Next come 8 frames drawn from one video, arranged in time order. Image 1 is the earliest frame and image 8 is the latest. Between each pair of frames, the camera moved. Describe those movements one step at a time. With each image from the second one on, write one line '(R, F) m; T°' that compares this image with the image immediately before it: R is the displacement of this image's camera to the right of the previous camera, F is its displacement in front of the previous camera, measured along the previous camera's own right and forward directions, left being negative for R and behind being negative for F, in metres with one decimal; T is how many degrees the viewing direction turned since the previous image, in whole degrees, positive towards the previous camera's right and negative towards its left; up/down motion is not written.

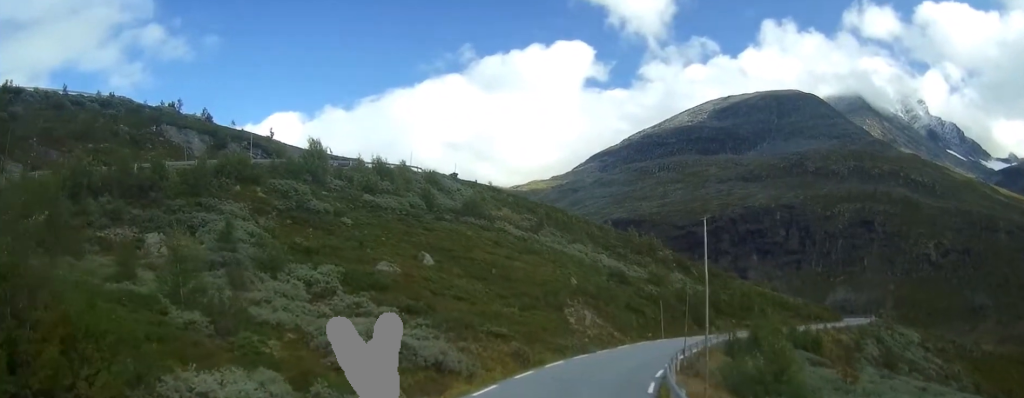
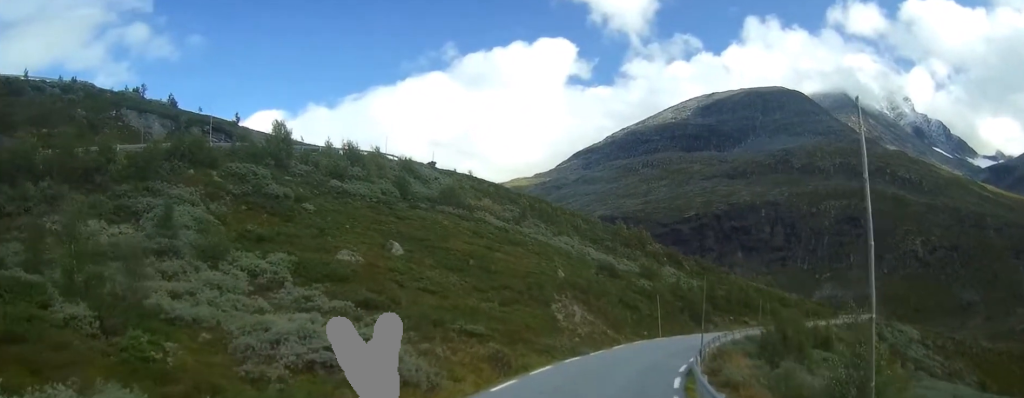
(0.0, +6.9) m; 0°
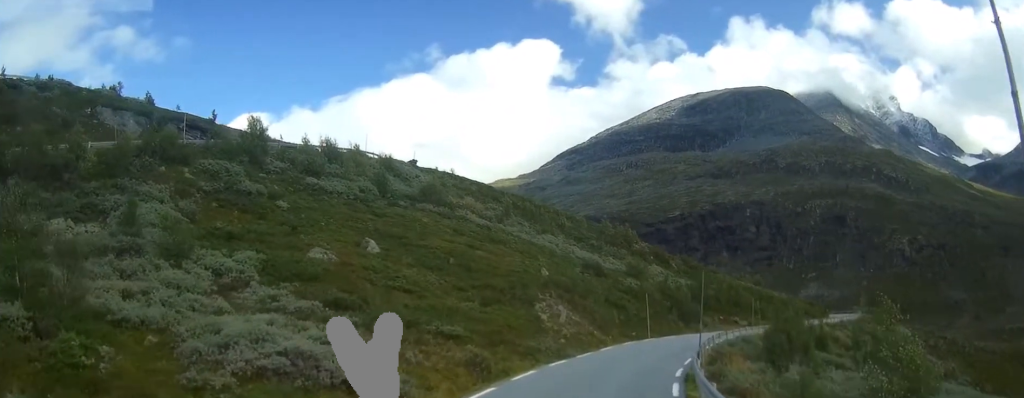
(0.0, +2.5) m; 0°
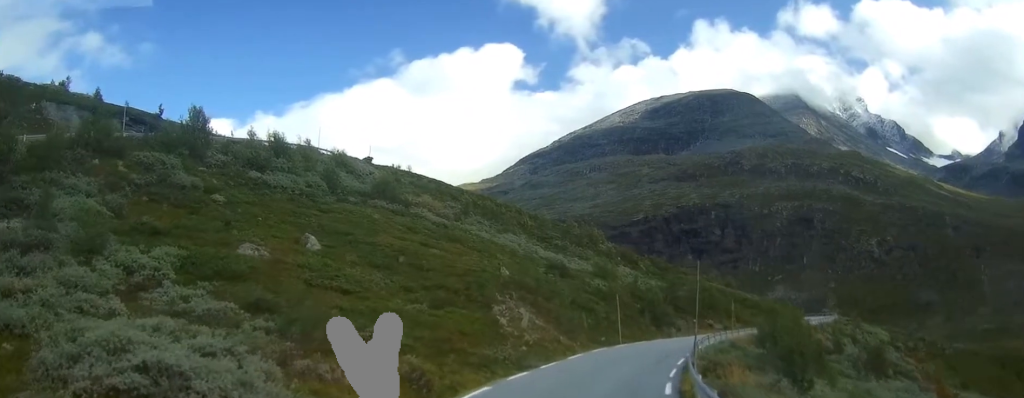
(0.0, +5.0) m; +1°
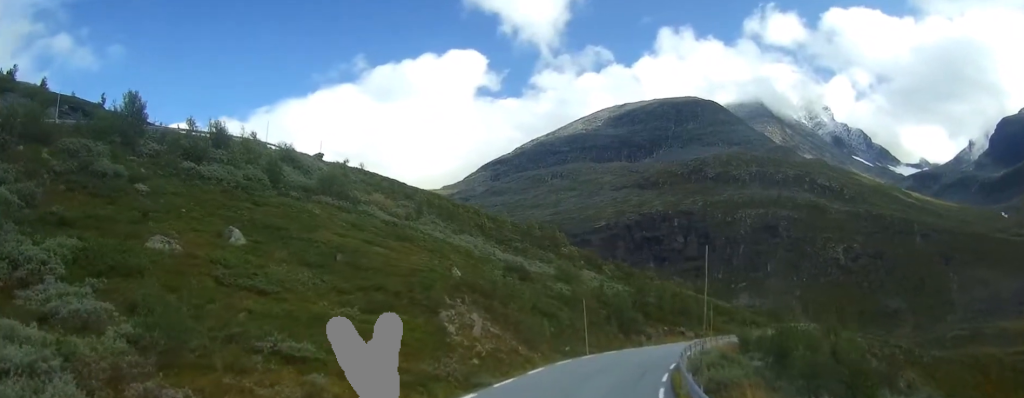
(+0.1, +5.4) m; +3°
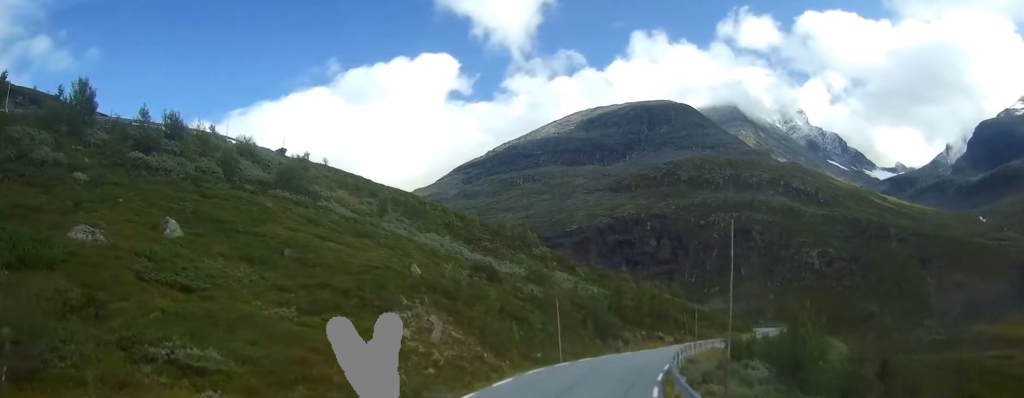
(+0.1, +3.9) m; +3°
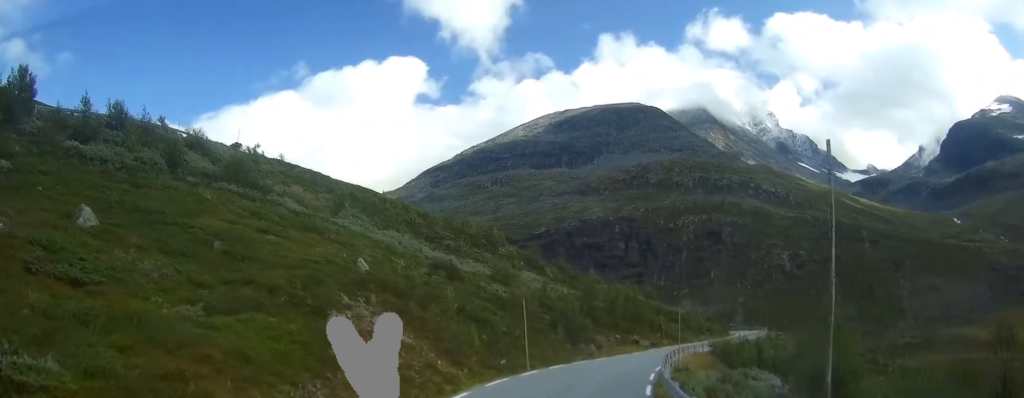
(+0.2, +4.7) m; +3°
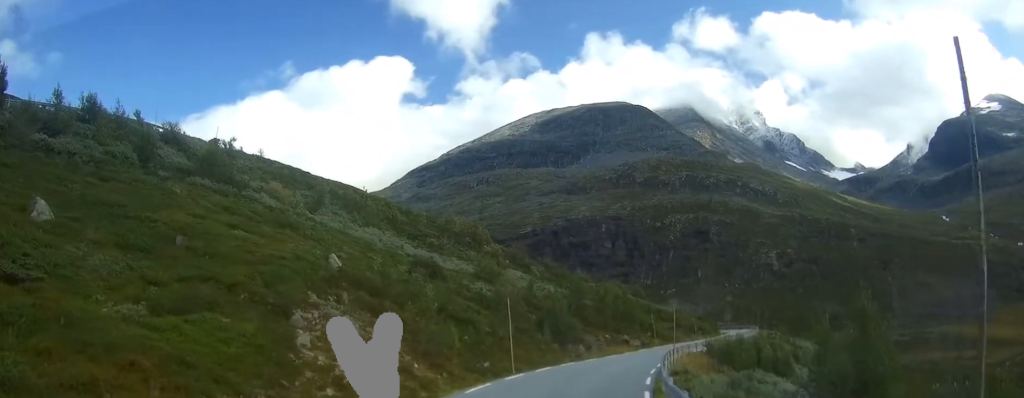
(0.0, +2.4) m; +1°
